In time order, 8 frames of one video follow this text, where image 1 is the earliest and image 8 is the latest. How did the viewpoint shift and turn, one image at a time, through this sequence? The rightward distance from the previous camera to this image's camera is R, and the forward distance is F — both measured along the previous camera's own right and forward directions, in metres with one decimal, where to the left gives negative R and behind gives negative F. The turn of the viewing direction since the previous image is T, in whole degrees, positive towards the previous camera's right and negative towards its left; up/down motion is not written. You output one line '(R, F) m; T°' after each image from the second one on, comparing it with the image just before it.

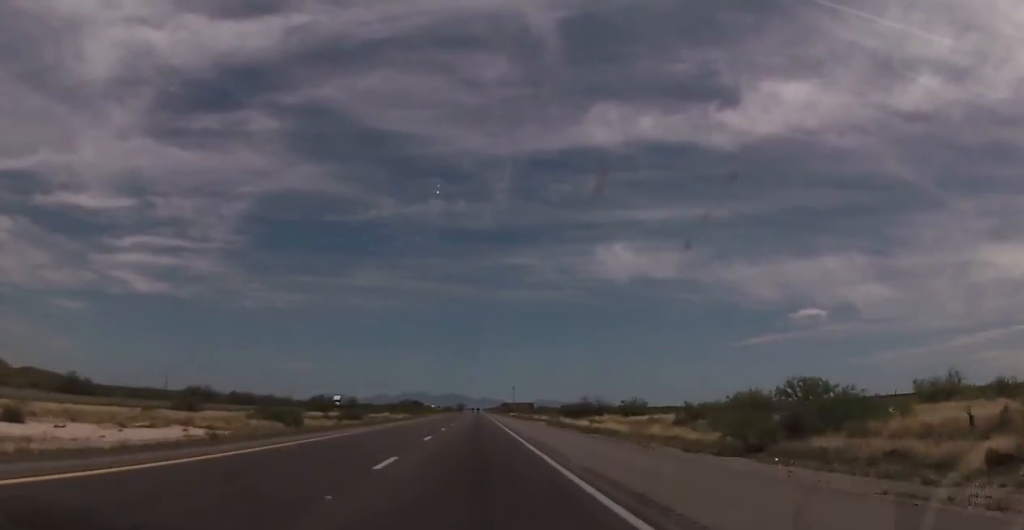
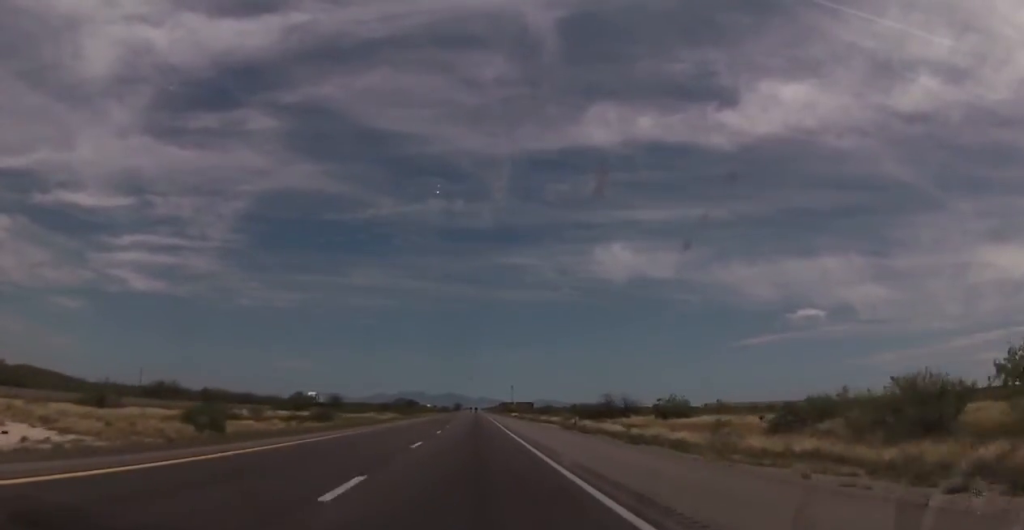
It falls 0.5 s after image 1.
(+0.2, +16.9) m; 0°
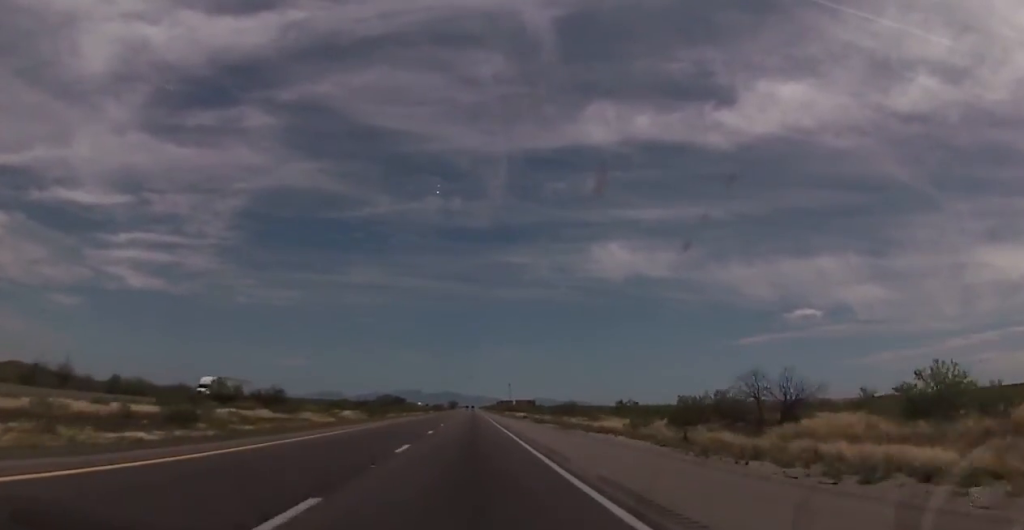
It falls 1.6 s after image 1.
(-0.2, +39.8) m; 0°
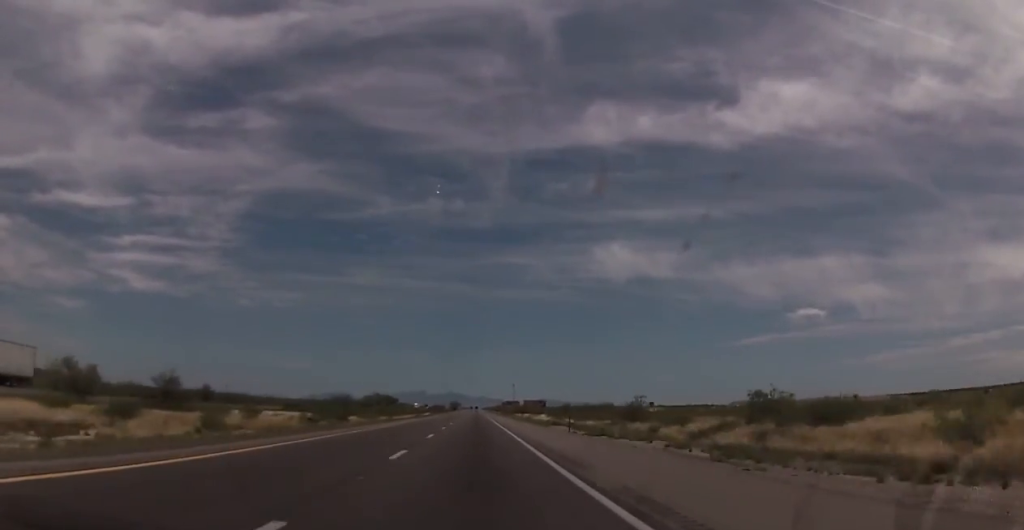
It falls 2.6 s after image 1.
(+0.3, +38.5) m; +1°
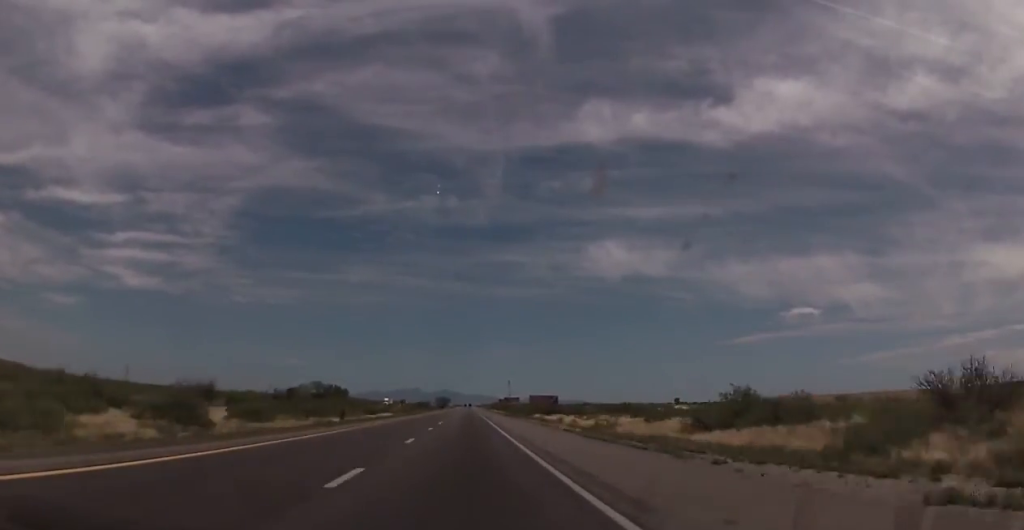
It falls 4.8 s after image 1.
(-1.0, +79.2) m; -1°
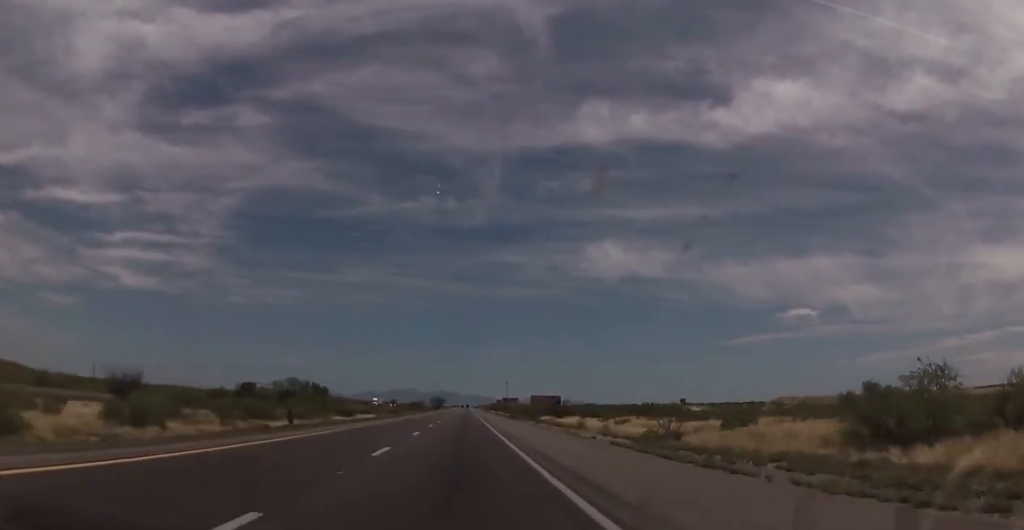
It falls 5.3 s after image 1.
(+0.3, +18.1) m; 0°
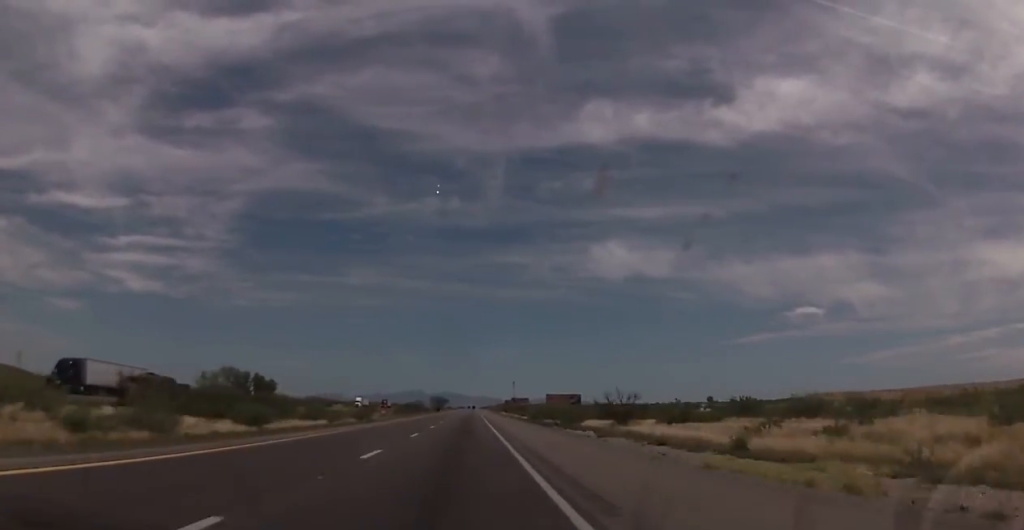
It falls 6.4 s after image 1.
(+0.3, +37.3) m; 0°
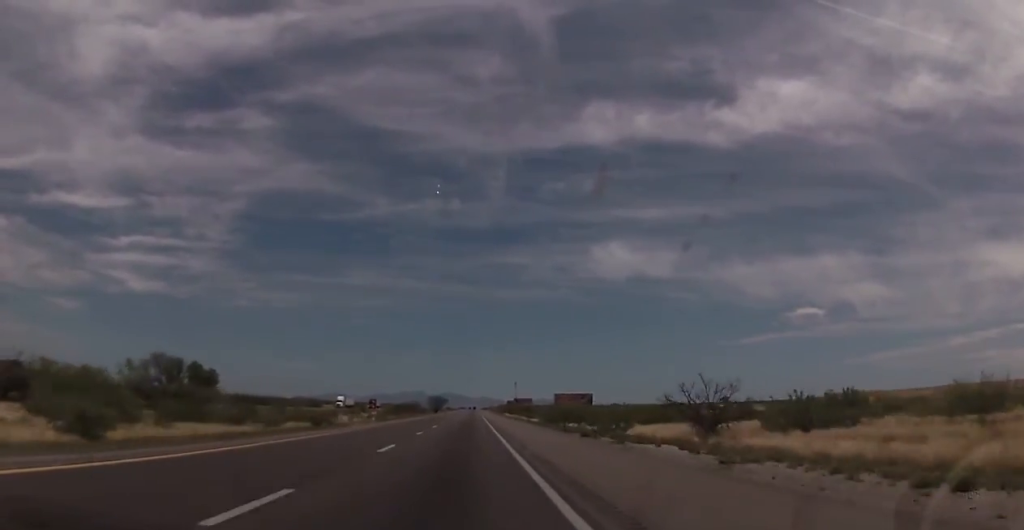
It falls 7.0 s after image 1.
(0.0, +21.7) m; 0°
